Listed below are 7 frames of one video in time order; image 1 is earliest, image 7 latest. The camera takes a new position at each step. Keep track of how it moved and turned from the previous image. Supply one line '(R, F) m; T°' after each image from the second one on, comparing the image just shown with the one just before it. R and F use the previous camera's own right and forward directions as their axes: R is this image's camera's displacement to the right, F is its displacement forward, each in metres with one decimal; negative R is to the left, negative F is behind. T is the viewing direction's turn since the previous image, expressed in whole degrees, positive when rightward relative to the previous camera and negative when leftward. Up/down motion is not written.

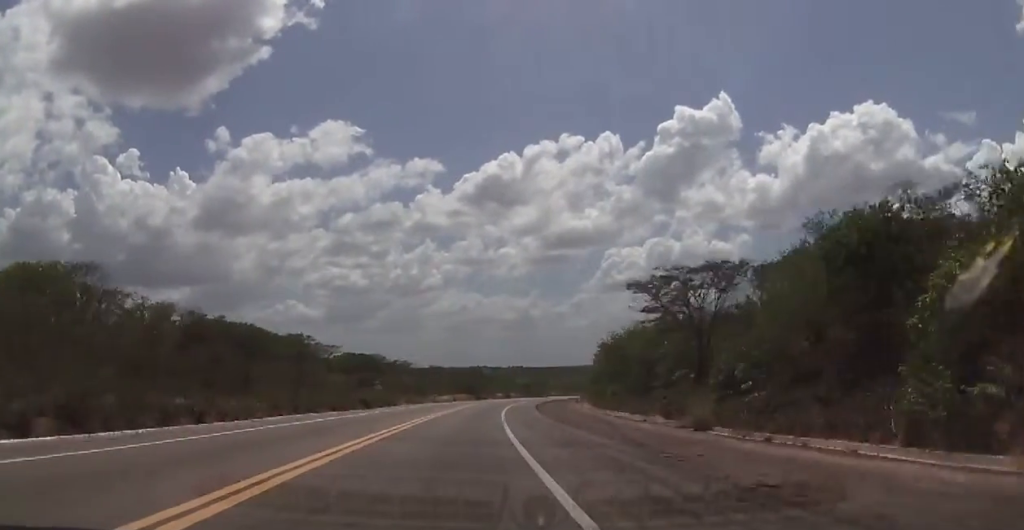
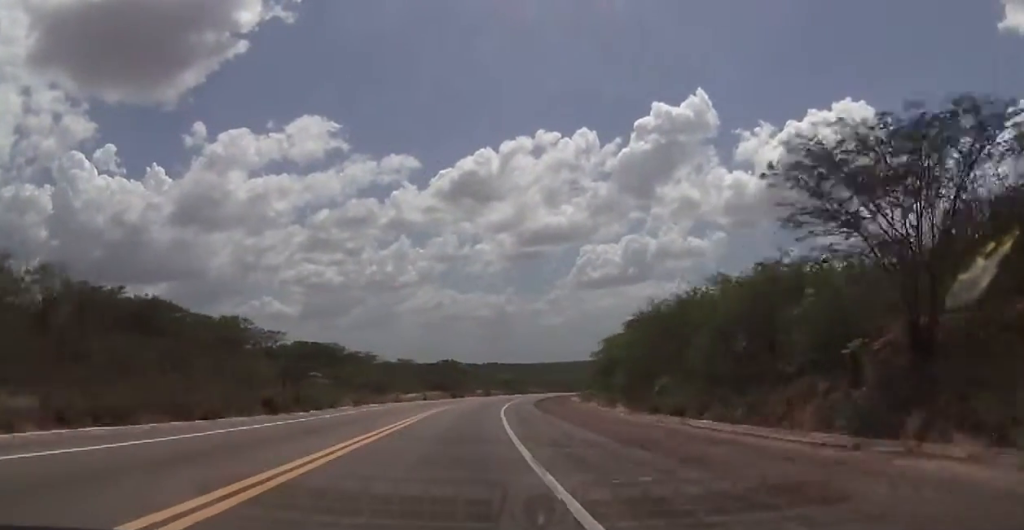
(+0.3, +21.4) m; +2°
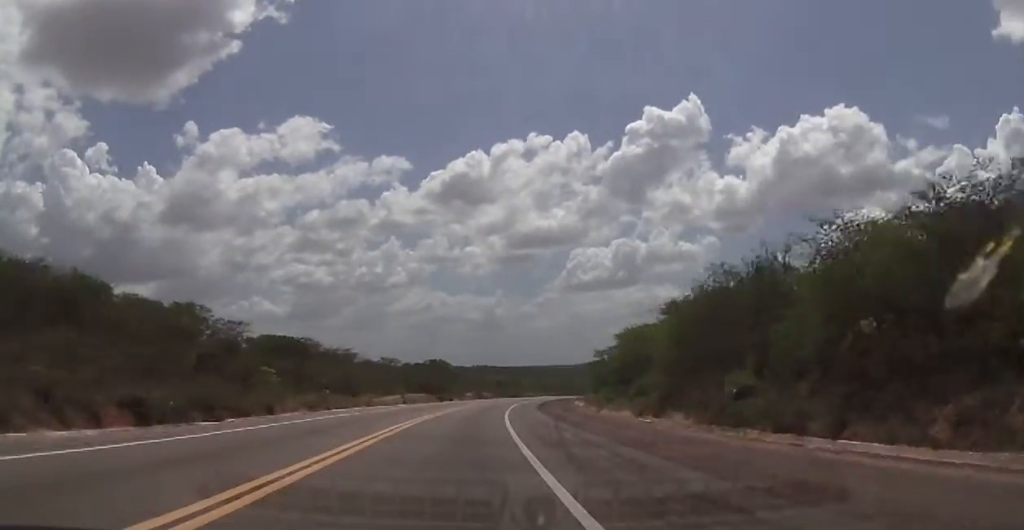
(0.0, +12.8) m; +1°
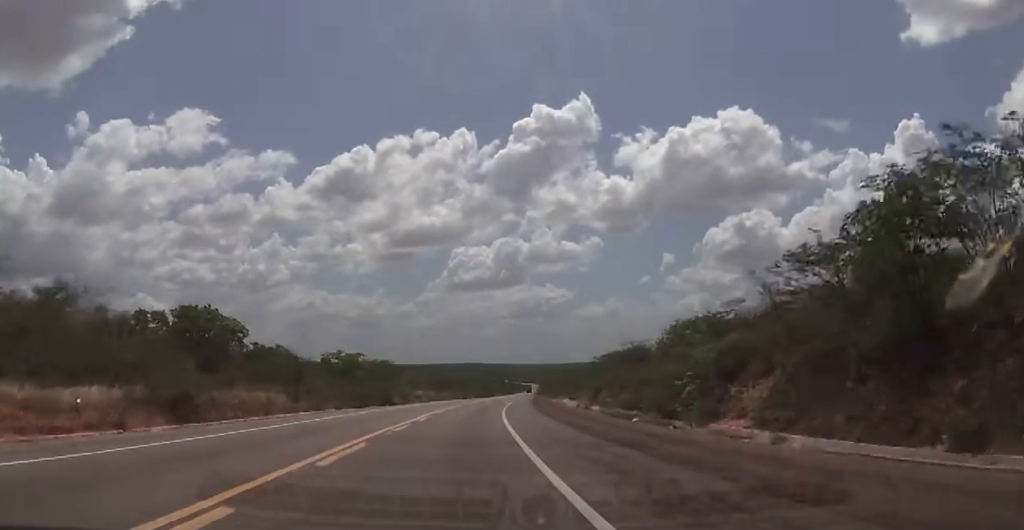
(+8.7, +102.7) m; +10°
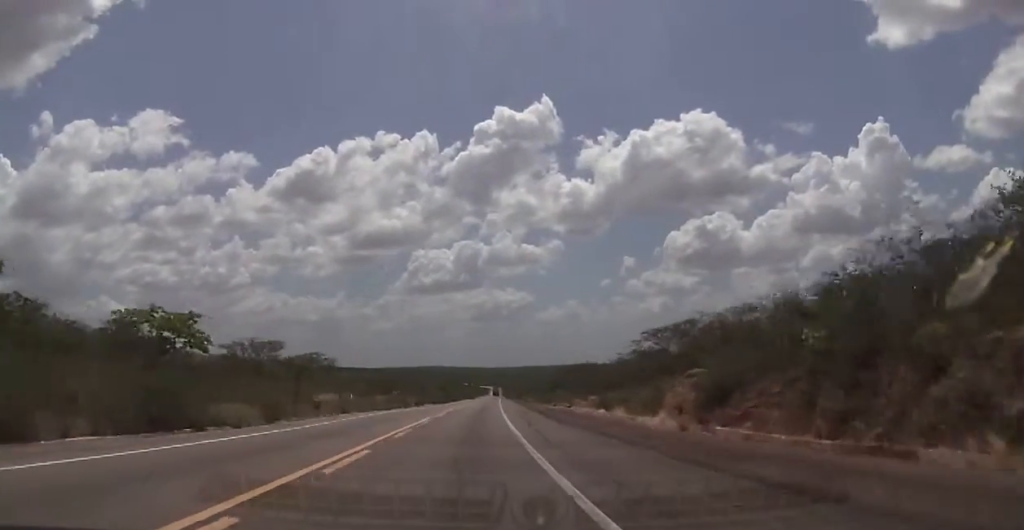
(+1.7, +40.2) m; +3°
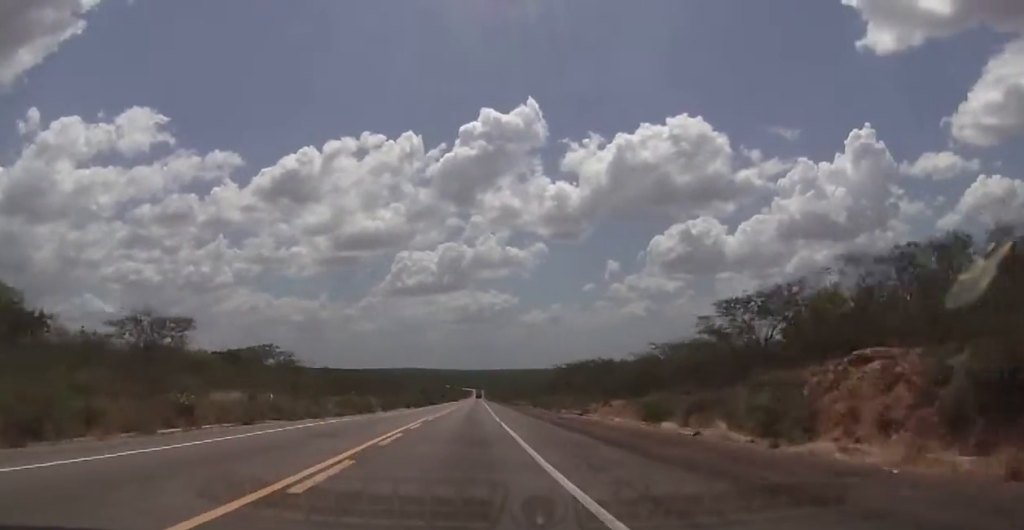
(0.0, +18.0) m; +1°
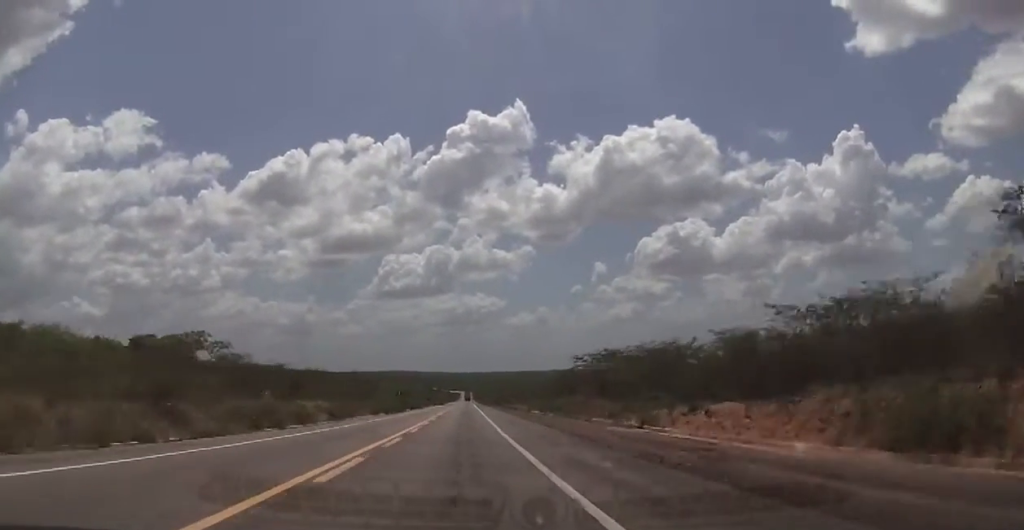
(+0.4, +22.4) m; +2°
